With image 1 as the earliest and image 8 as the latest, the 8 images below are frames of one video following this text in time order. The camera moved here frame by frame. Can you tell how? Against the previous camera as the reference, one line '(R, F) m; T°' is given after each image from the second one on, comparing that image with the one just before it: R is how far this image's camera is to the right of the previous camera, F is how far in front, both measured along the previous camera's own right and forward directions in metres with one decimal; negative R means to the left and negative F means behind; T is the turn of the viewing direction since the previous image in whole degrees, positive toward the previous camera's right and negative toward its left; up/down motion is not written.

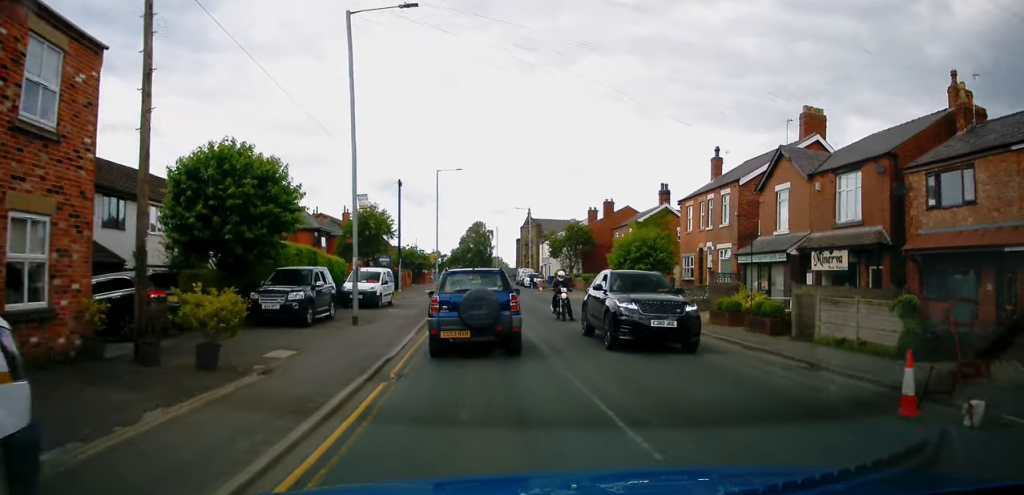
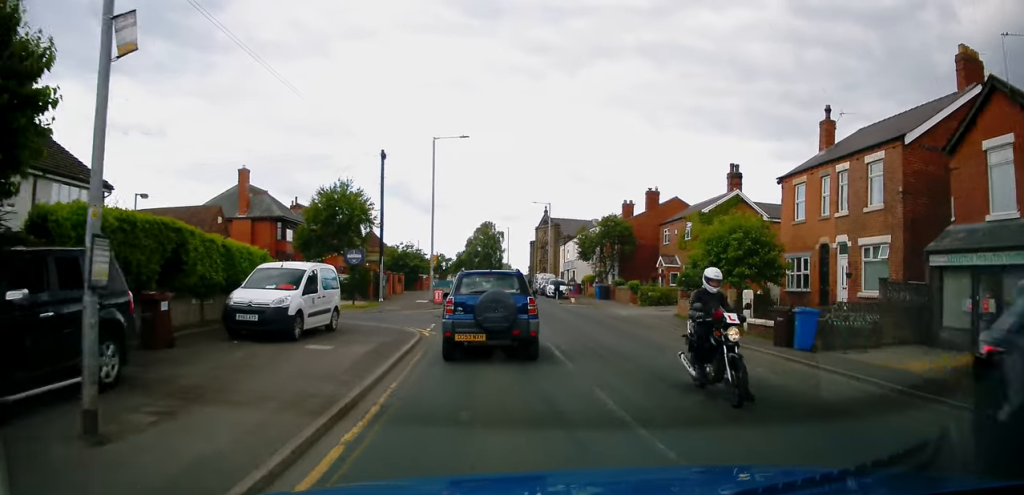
(+0.2, +12.7) m; 0°
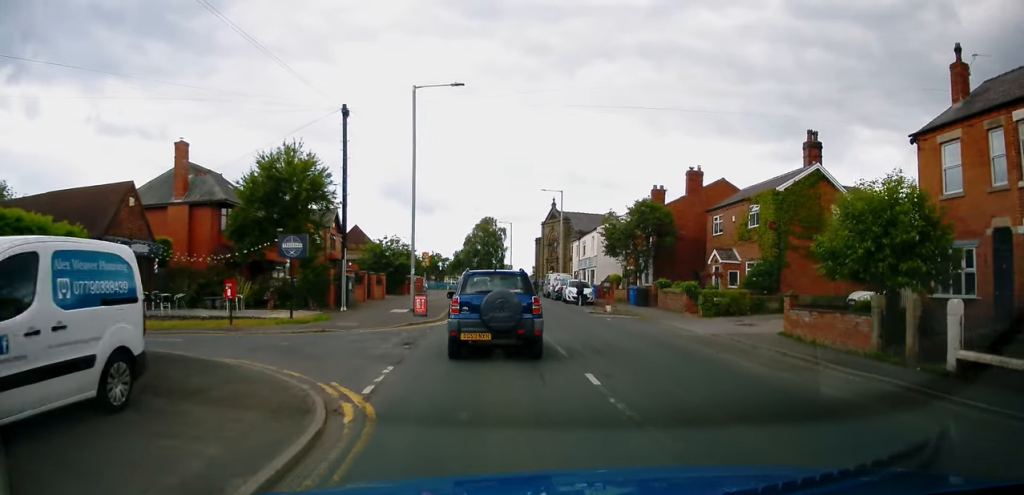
(-0.3, +10.0) m; 0°
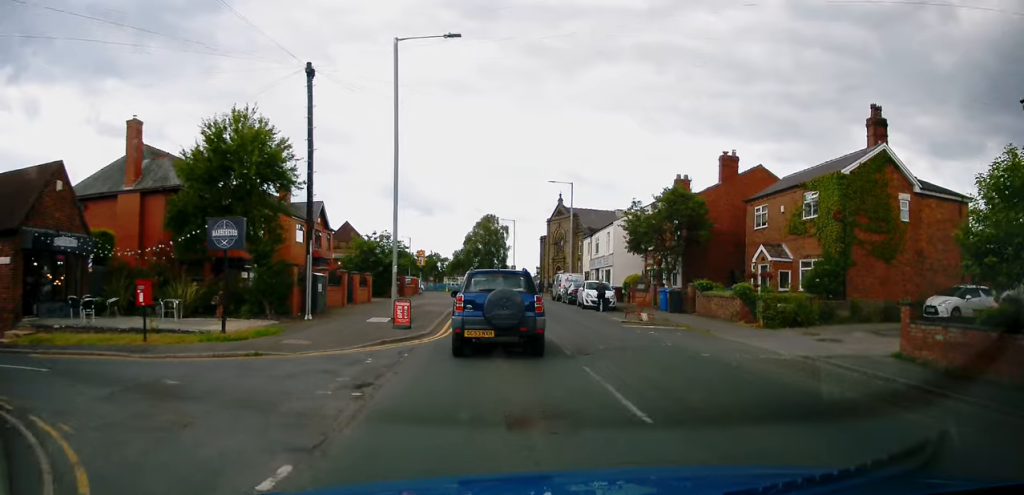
(+0.1, +5.7) m; +1°
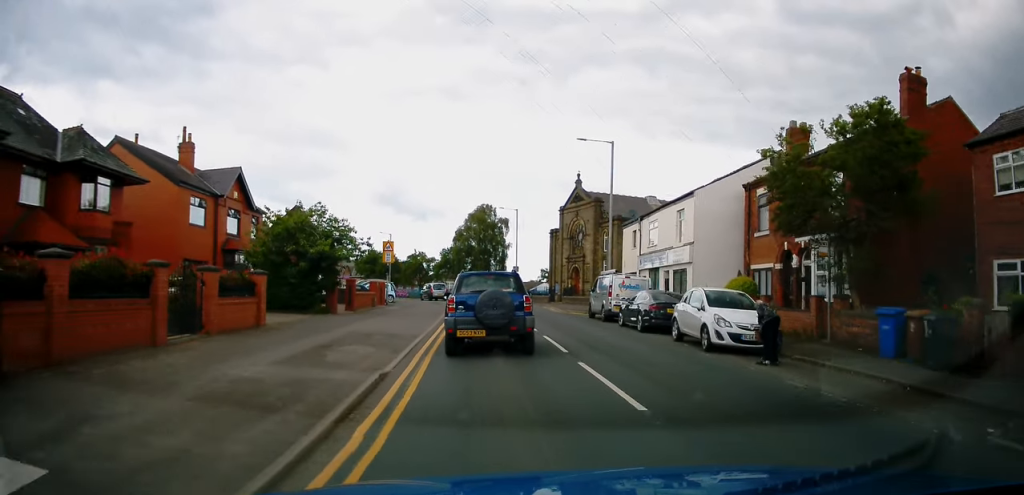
(+0.1, +17.3) m; -2°
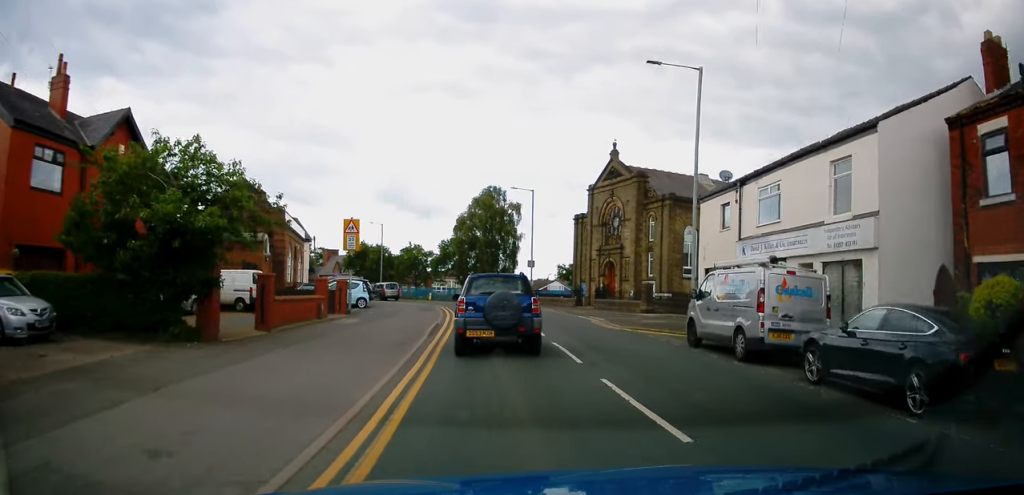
(-0.2, +12.5) m; +1°
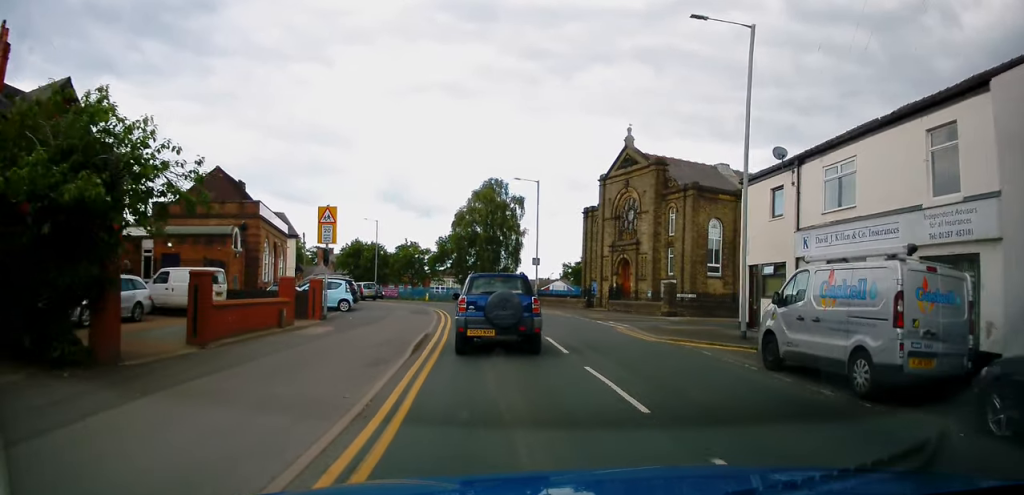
(+0.1, +4.3) m; +1°
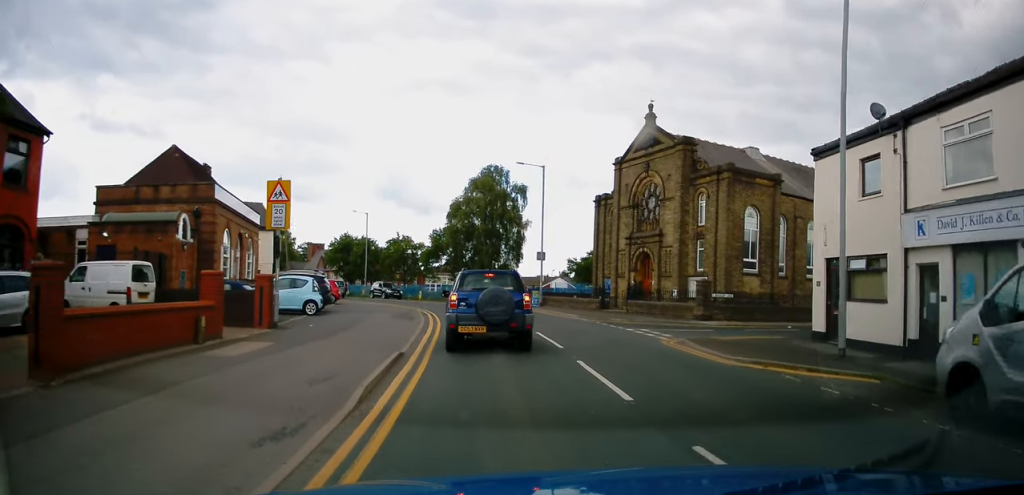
(+0.1, +5.4) m; 0°
